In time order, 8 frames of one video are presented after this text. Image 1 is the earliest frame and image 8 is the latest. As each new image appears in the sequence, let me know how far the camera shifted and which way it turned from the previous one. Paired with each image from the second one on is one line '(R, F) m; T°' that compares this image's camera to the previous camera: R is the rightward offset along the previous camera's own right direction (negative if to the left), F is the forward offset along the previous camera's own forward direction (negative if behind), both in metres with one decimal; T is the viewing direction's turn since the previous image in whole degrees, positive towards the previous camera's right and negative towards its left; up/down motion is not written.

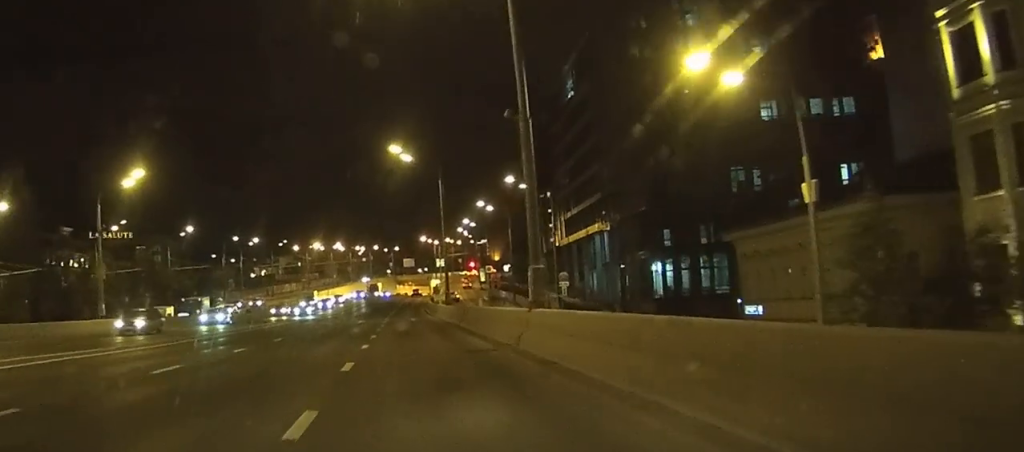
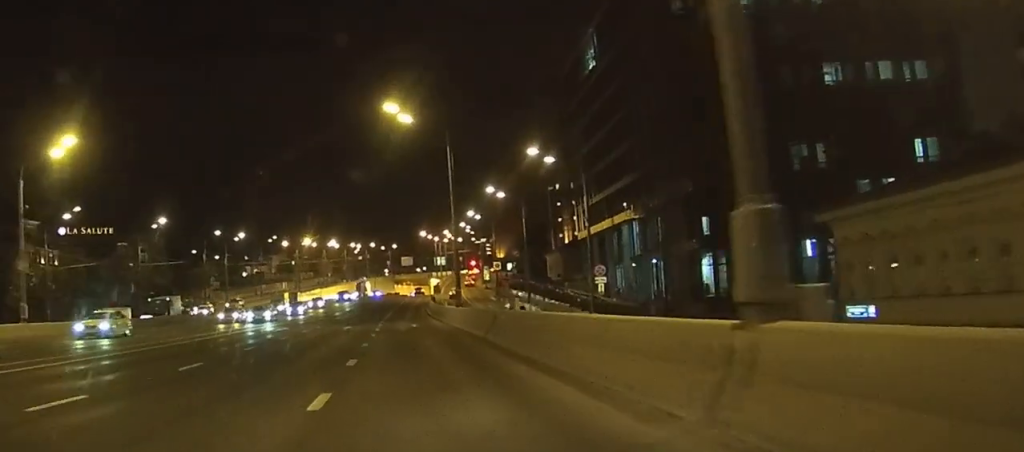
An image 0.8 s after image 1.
(0.0, +13.4) m; 0°
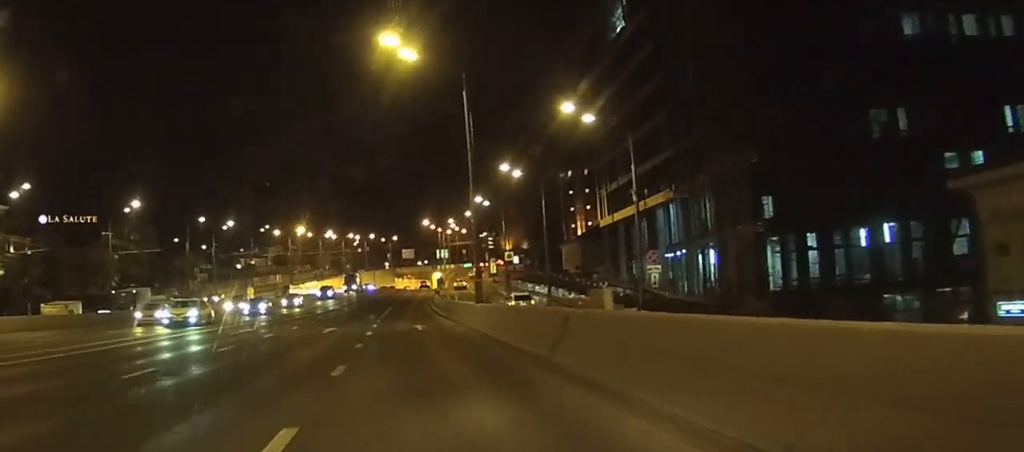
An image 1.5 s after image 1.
(0.0, +11.8) m; 0°
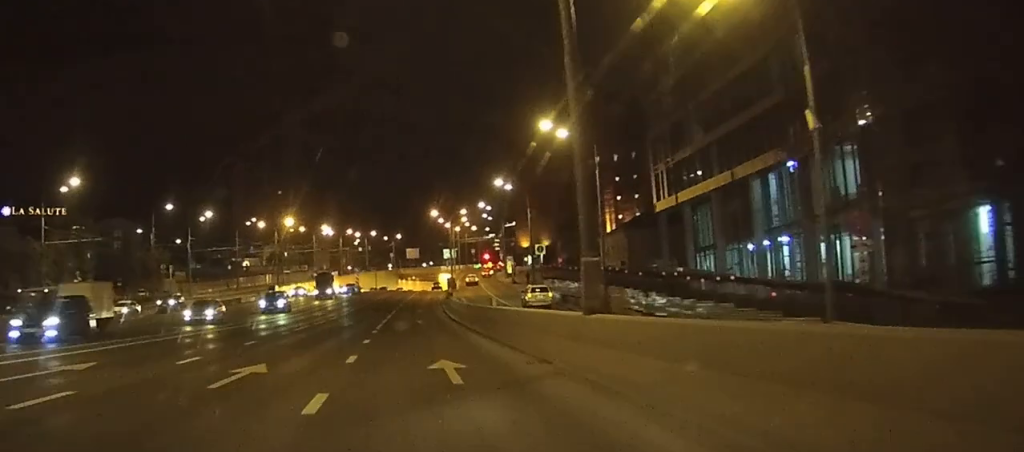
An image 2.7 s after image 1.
(+0.1, +20.3) m; 0°
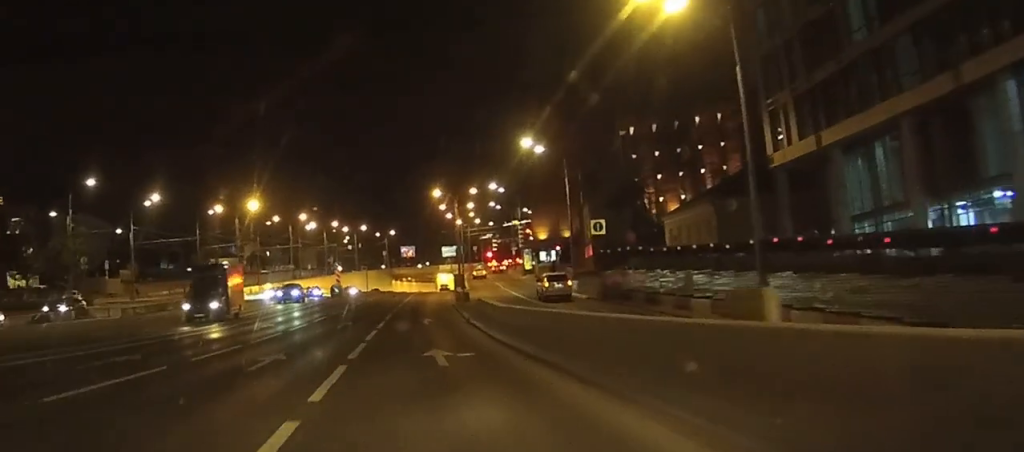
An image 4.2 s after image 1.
(+0.1, +26.2) m; 0°
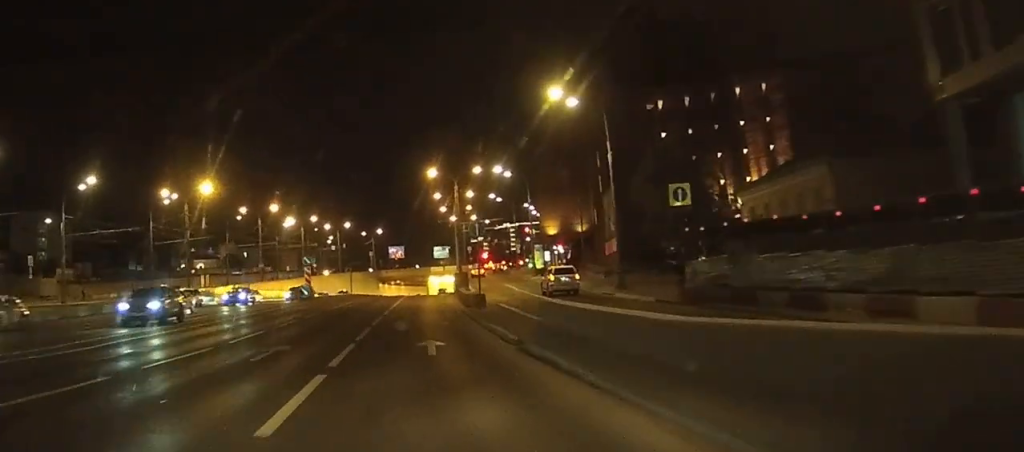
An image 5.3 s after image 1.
(+0.1, +18.8) m; 0°
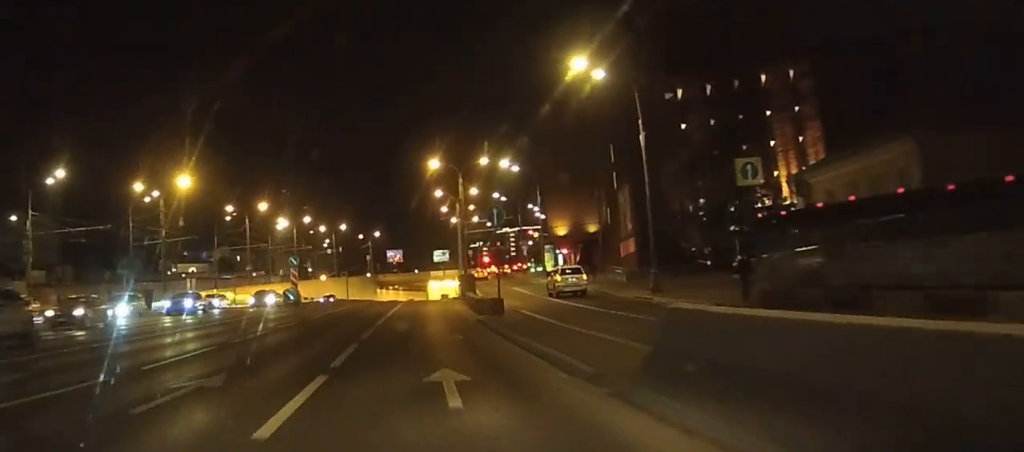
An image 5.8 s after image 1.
(0.0, +8.0) m; 0°
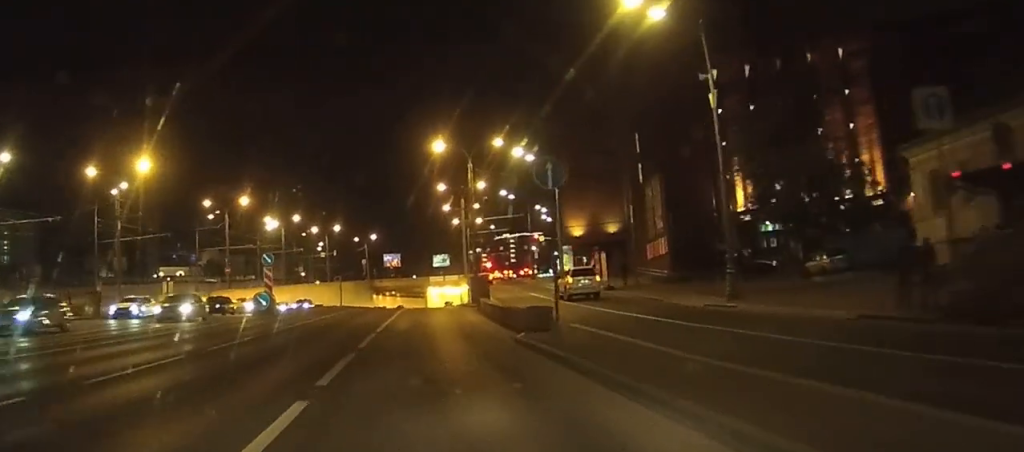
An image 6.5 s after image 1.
(0.0, +11.4) m; 0°
